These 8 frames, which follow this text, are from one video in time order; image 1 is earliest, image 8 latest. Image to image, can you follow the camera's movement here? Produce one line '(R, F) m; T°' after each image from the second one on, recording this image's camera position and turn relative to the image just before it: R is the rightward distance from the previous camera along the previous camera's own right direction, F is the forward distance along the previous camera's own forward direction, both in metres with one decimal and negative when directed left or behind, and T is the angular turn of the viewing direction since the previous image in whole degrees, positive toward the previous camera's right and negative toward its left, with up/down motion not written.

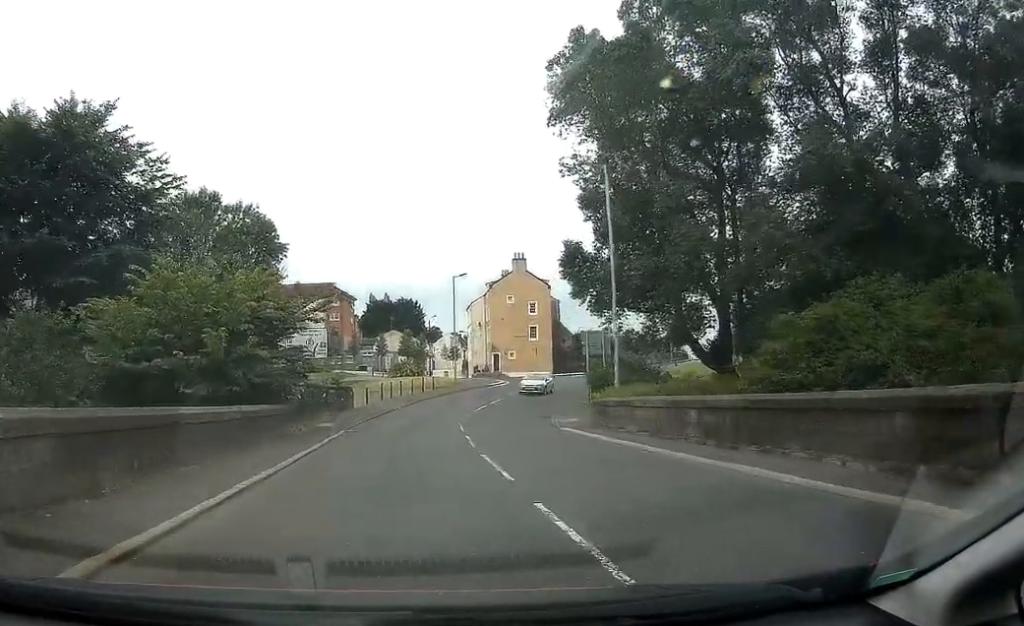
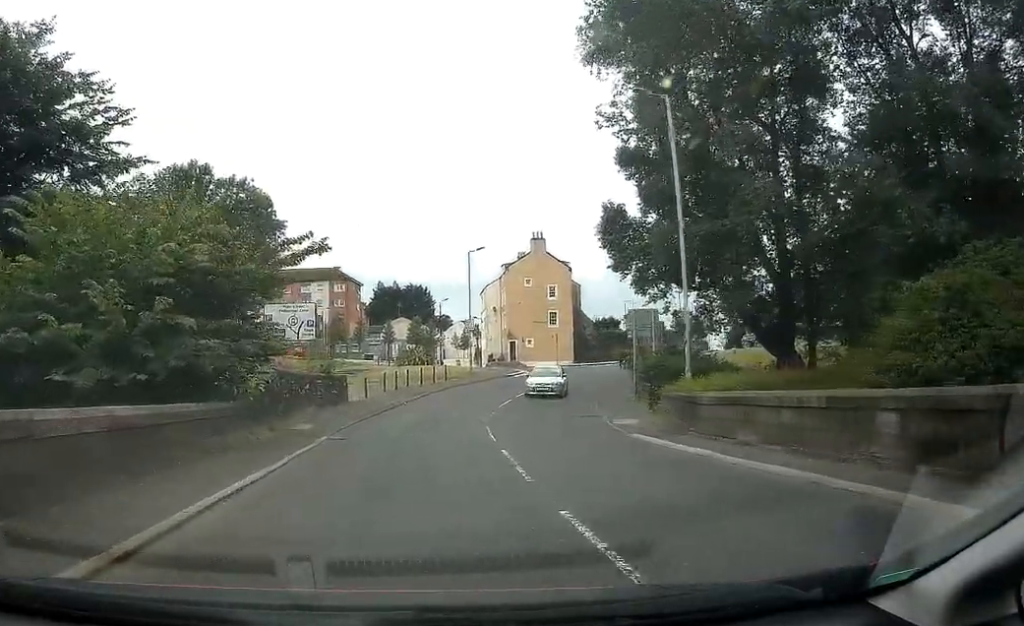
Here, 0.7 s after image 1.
(-0.1, +6.9) m; 0°
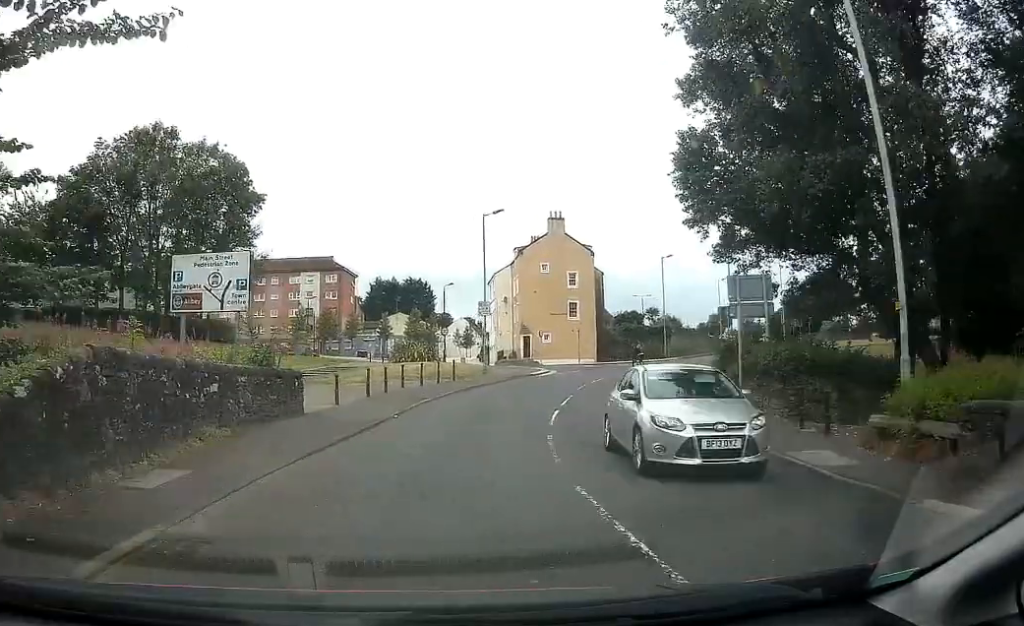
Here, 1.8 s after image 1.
(0.0, +10.9) m; +1°
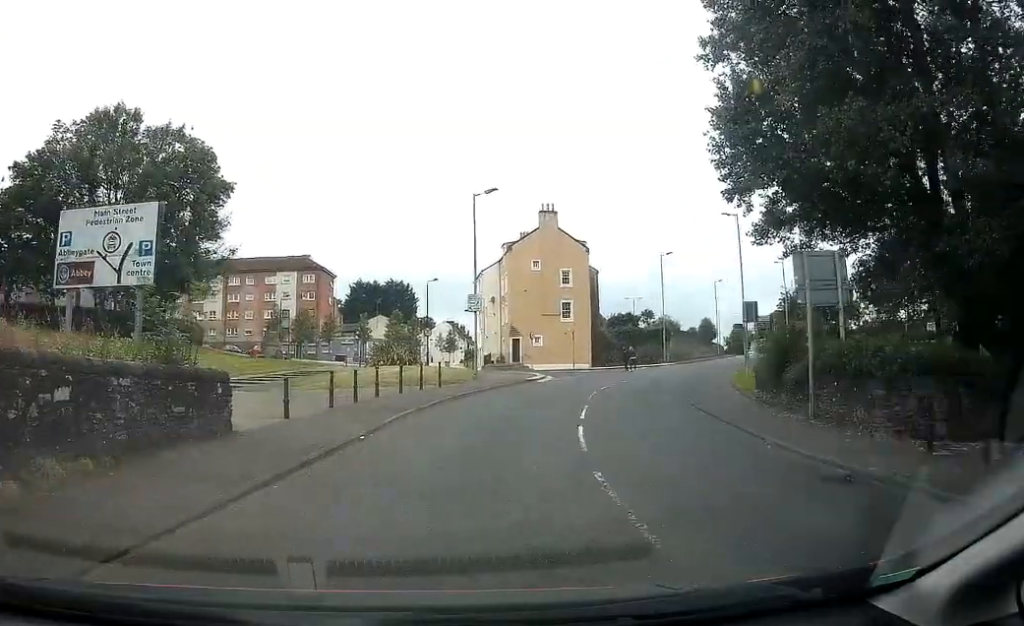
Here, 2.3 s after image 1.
(+0.1, +5.5) m; +1°
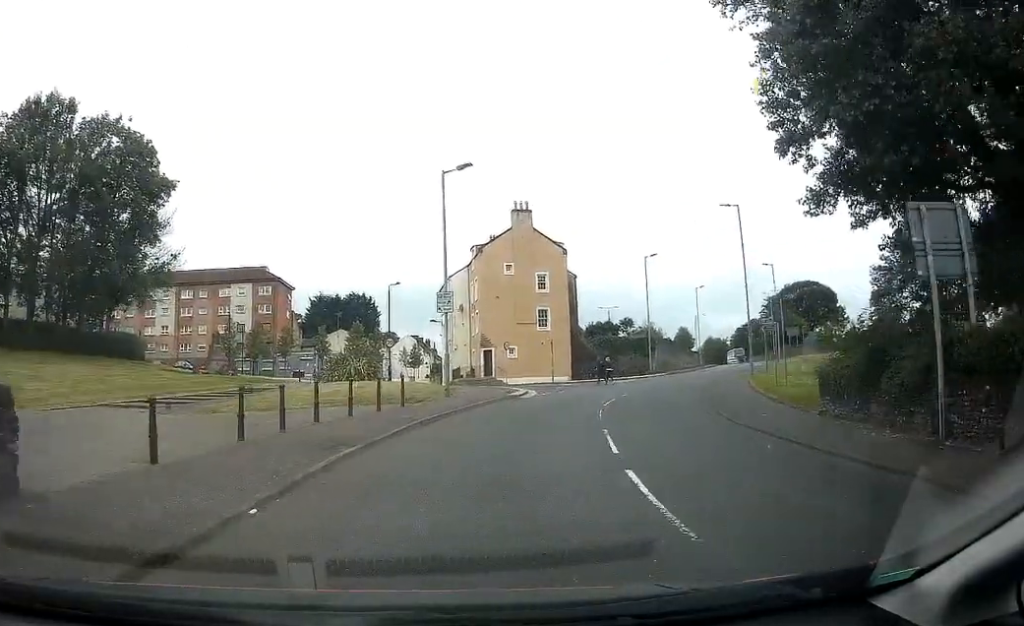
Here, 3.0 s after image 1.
(0.0, +6.2) m; +2°
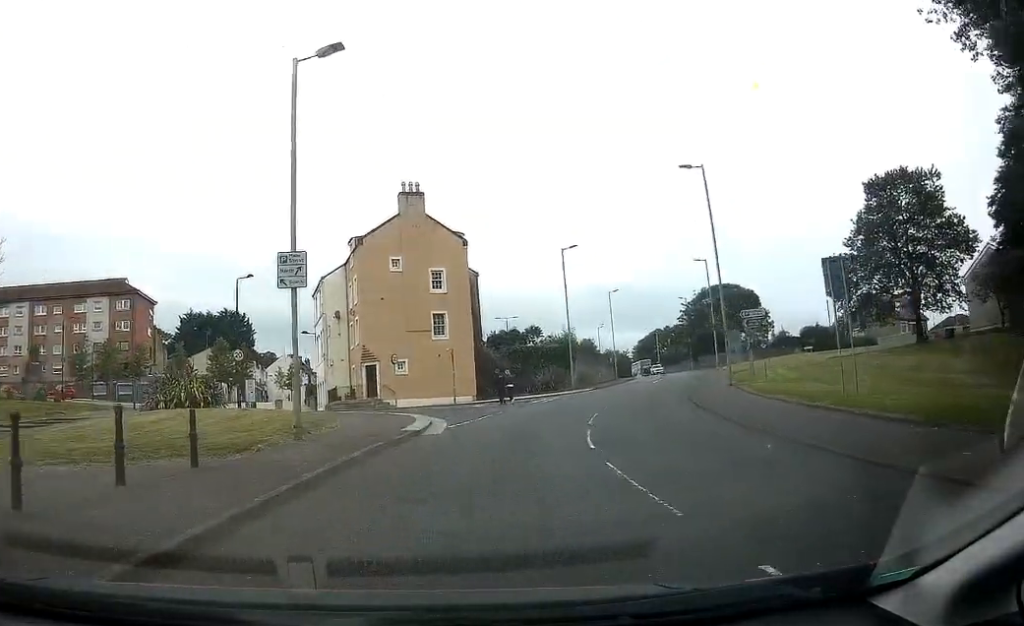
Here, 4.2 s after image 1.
(+0.4, +11.3) m; +8°
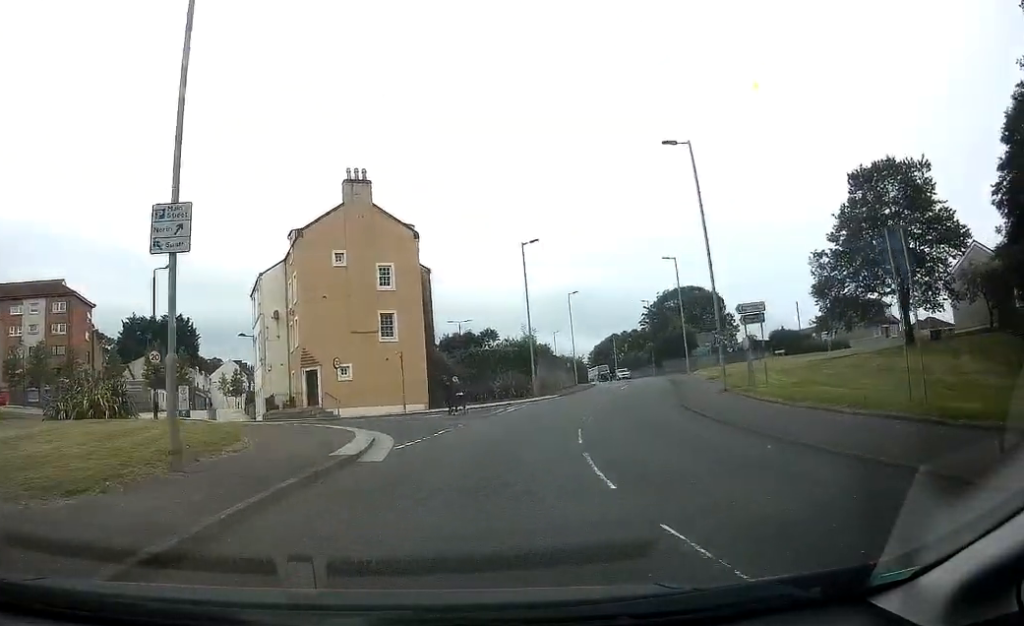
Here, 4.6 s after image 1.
(+0.2, +4.6) m; +3°
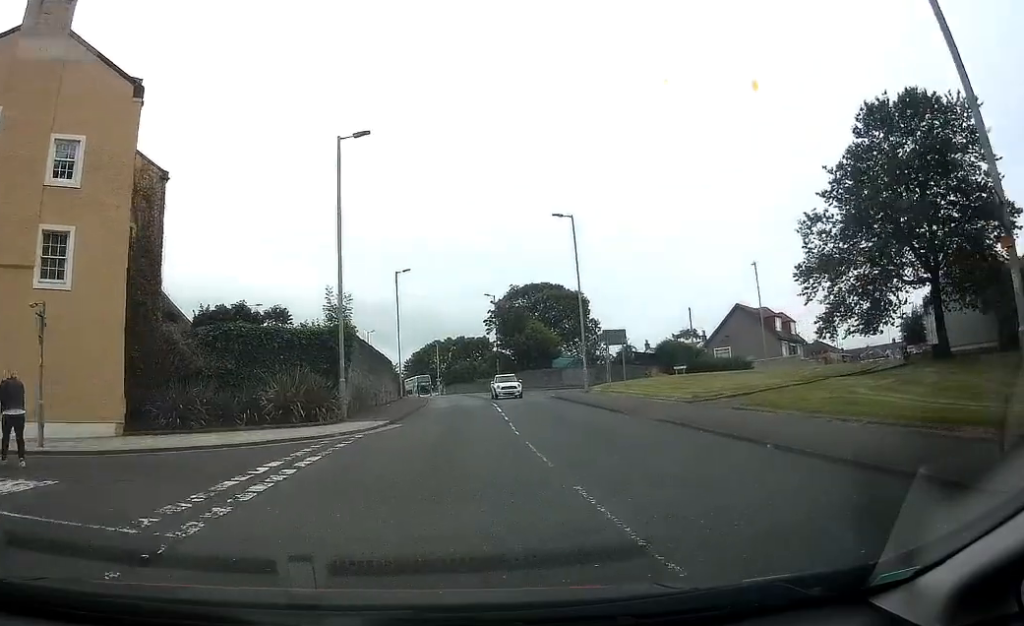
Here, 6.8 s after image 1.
(+2.2, +22.1) m; +12°
